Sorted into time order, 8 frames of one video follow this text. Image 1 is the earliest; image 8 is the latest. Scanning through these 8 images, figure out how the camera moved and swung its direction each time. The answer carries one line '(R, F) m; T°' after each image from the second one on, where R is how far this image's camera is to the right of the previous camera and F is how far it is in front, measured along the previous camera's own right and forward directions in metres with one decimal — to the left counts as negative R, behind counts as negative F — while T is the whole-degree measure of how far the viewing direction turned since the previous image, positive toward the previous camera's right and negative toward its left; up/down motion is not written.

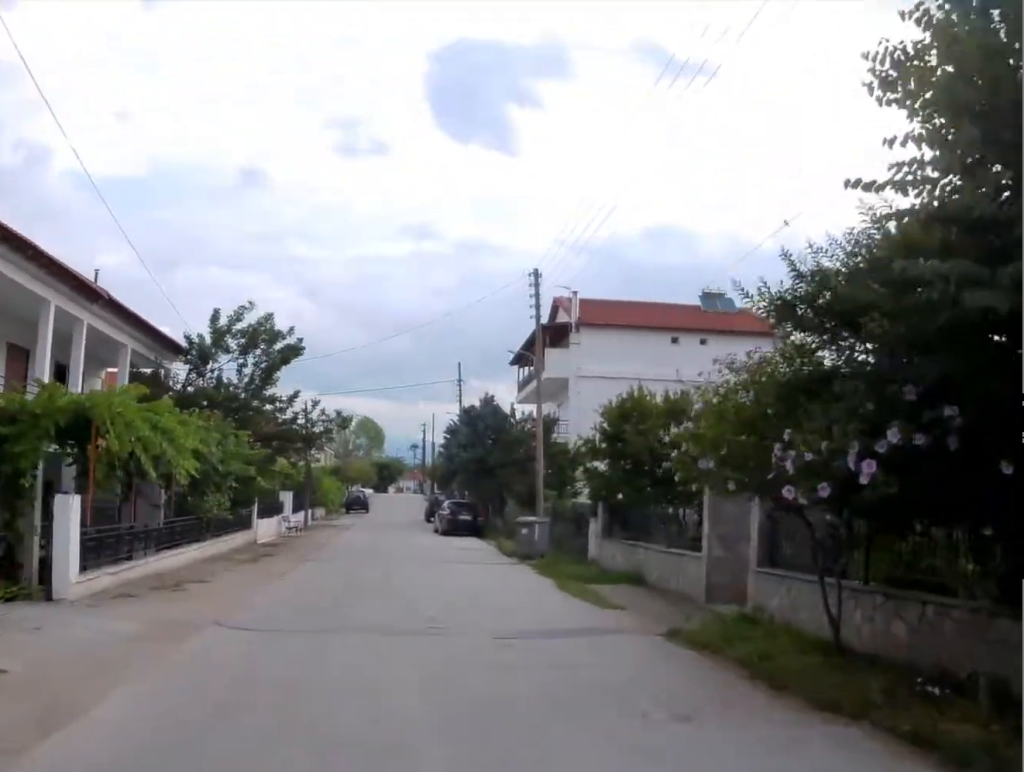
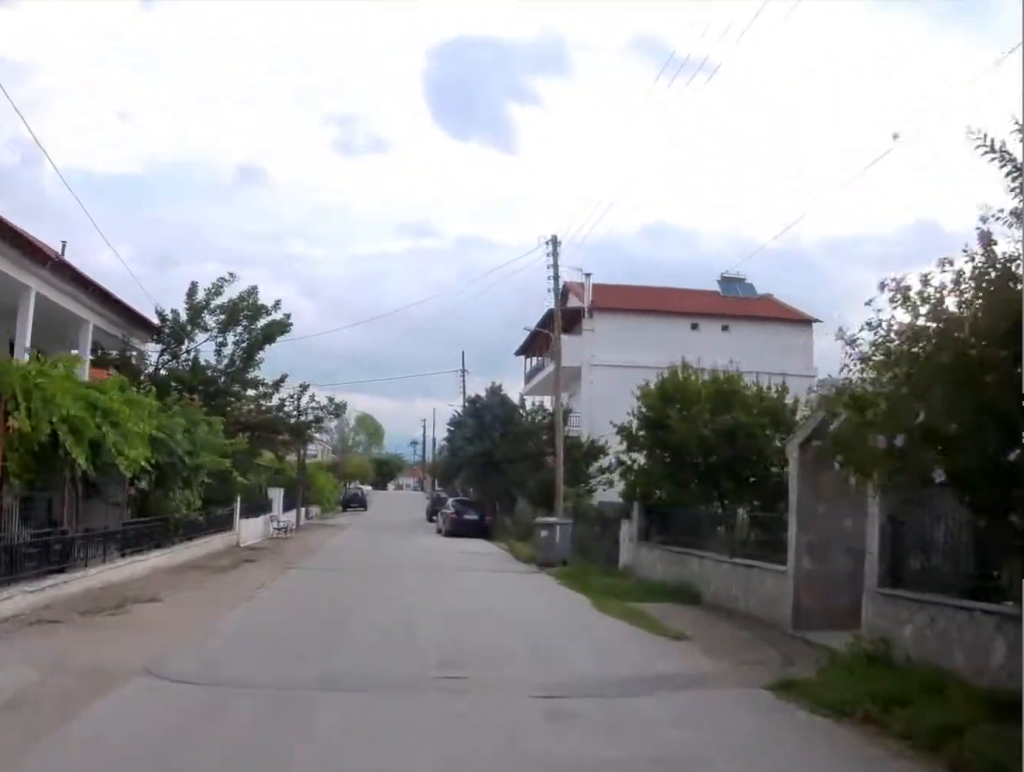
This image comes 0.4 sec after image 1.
(0.0, +3.0) m; -1°
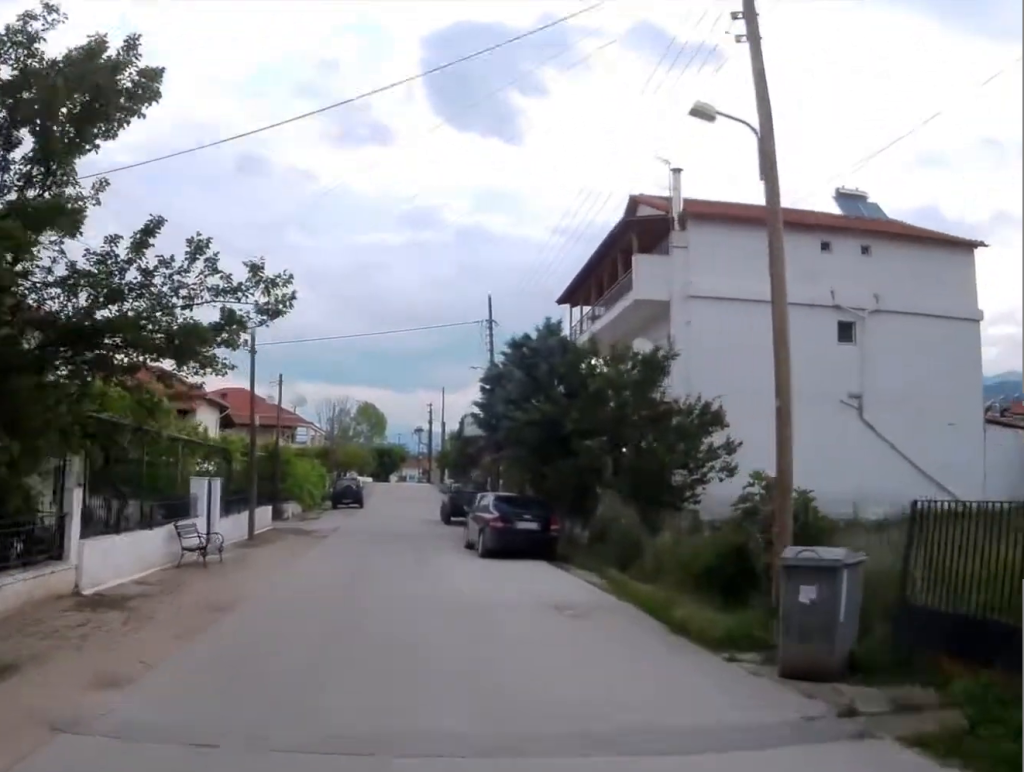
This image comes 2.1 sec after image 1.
(-0.6, +12.0) m; -3°
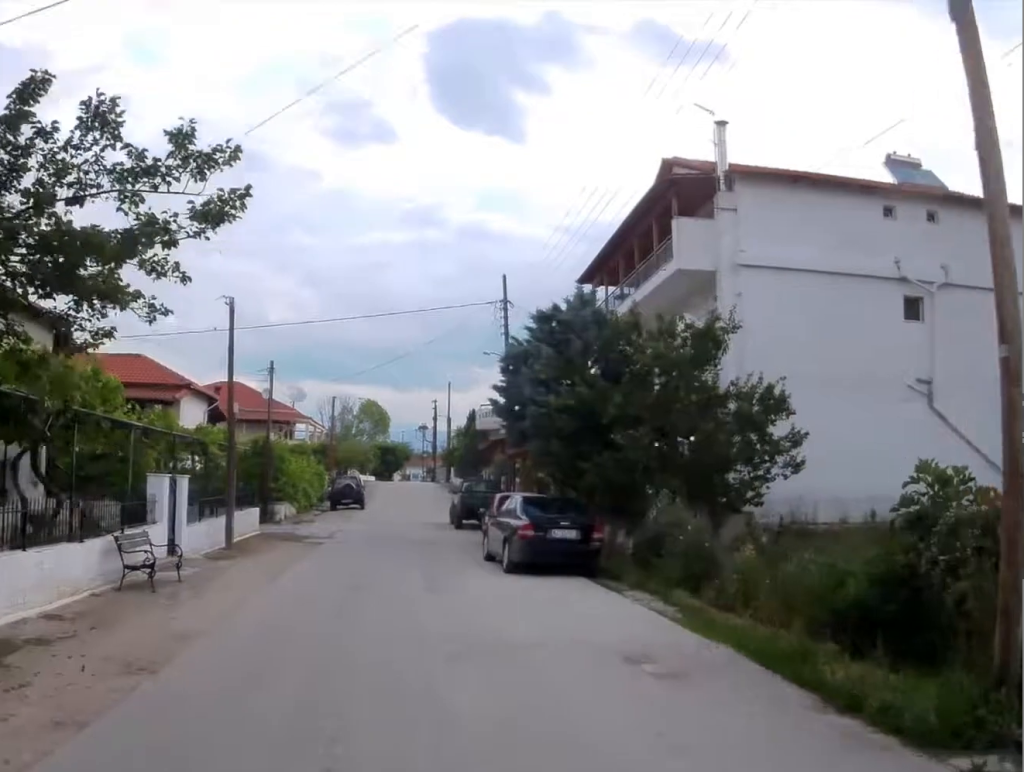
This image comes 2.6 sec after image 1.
(+0.1, +3.9) m; +2°
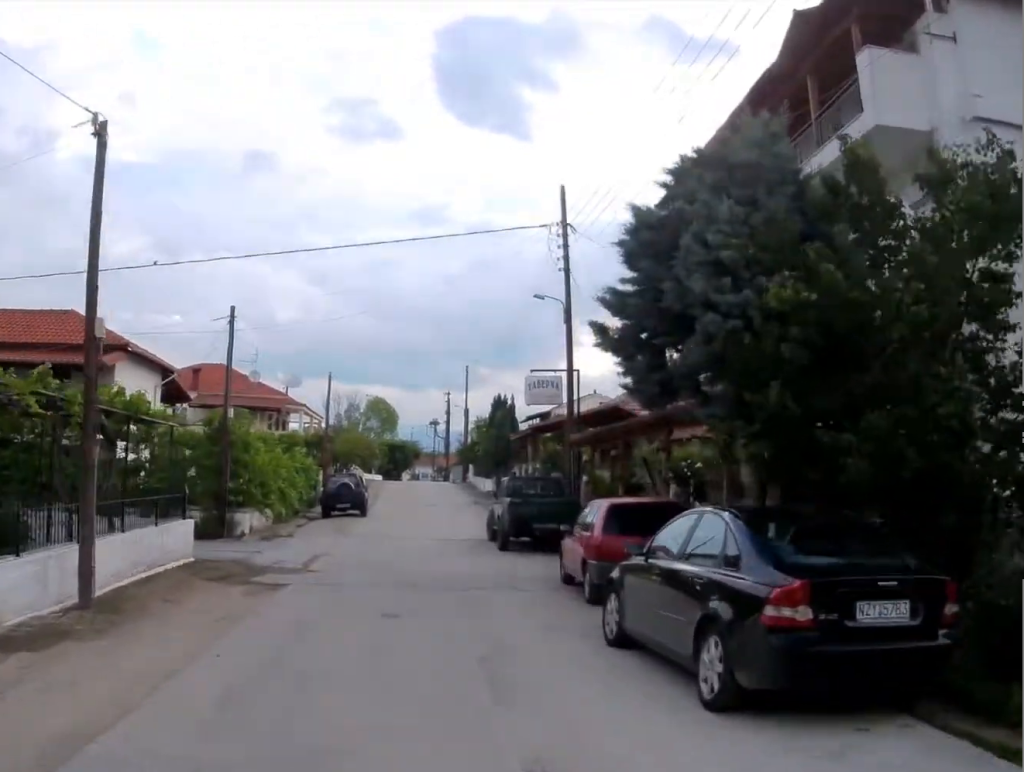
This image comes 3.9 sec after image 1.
(+0.3, +10.6) m; 0°
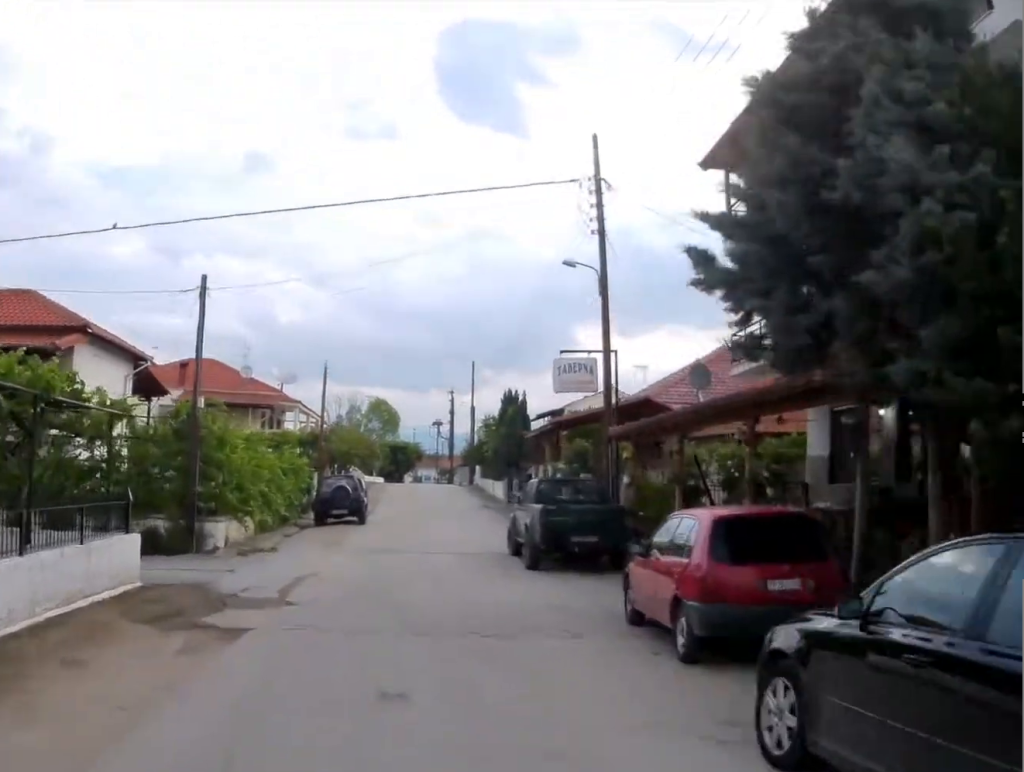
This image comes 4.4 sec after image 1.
(-0.1, +4.1) m; 0°
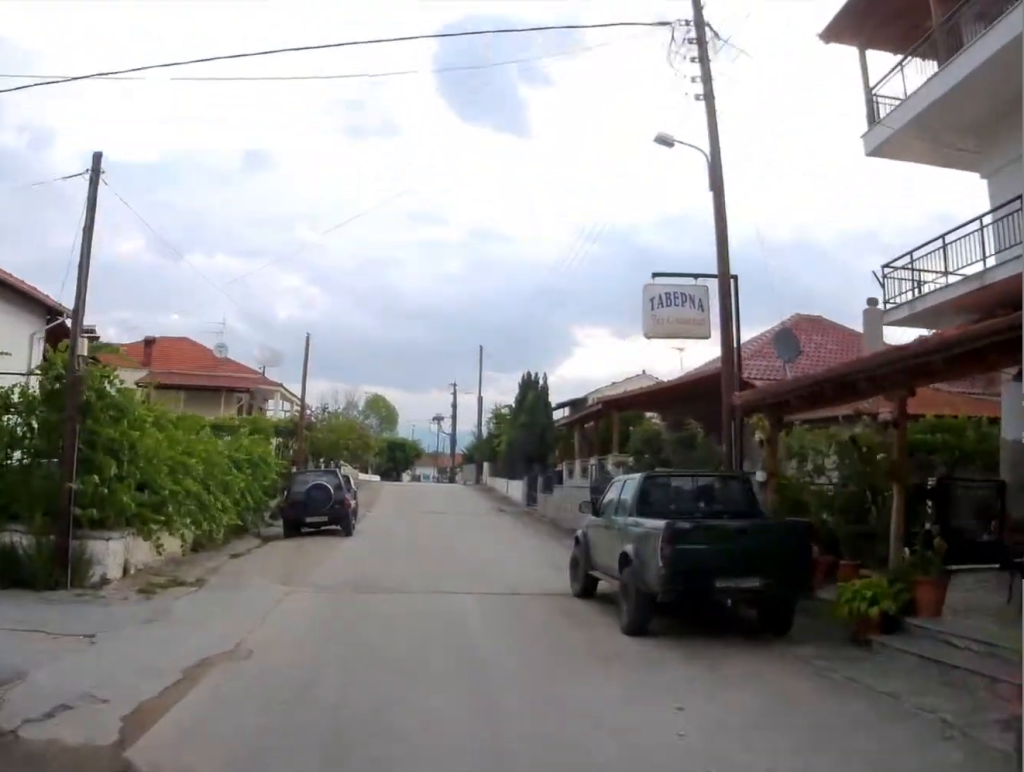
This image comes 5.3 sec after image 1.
(-0.2, +7.2) m; +2°
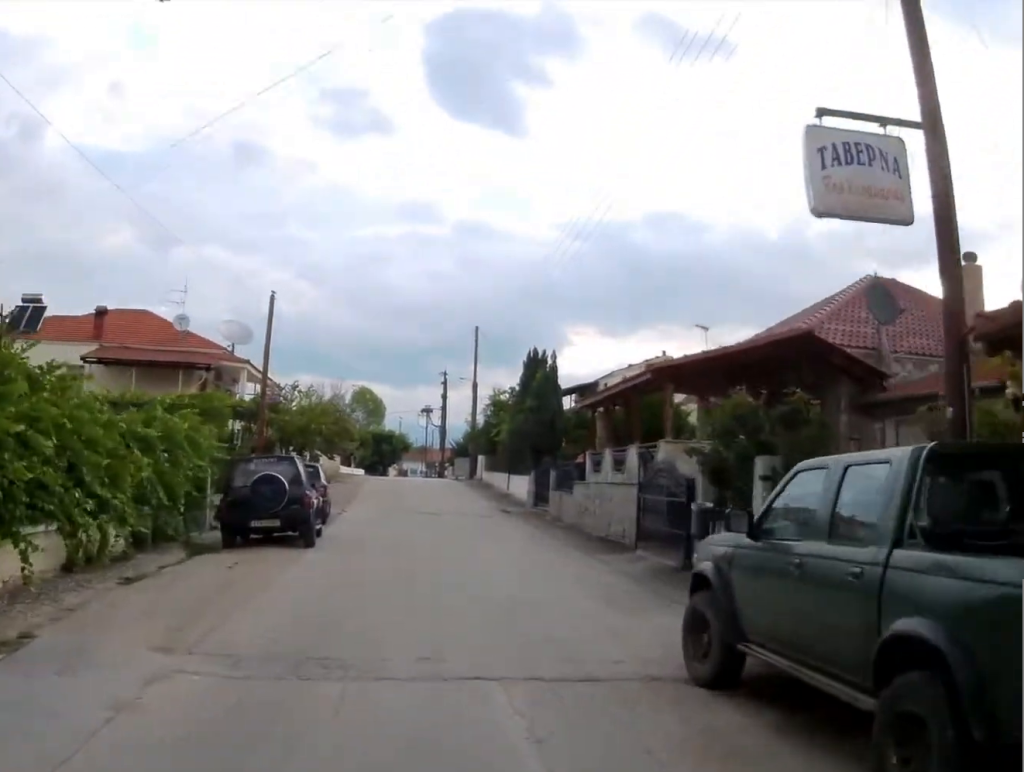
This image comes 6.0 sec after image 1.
(+0.2, +5.5) m; +5°
